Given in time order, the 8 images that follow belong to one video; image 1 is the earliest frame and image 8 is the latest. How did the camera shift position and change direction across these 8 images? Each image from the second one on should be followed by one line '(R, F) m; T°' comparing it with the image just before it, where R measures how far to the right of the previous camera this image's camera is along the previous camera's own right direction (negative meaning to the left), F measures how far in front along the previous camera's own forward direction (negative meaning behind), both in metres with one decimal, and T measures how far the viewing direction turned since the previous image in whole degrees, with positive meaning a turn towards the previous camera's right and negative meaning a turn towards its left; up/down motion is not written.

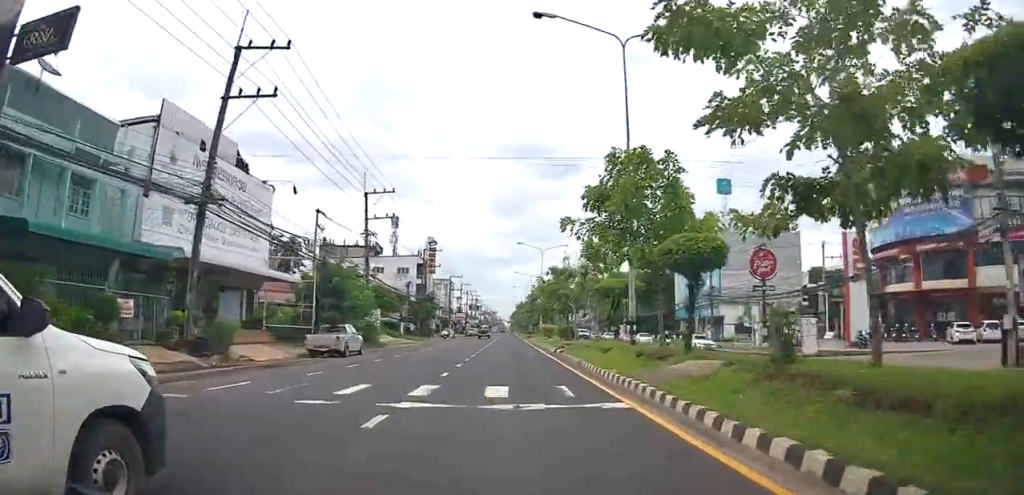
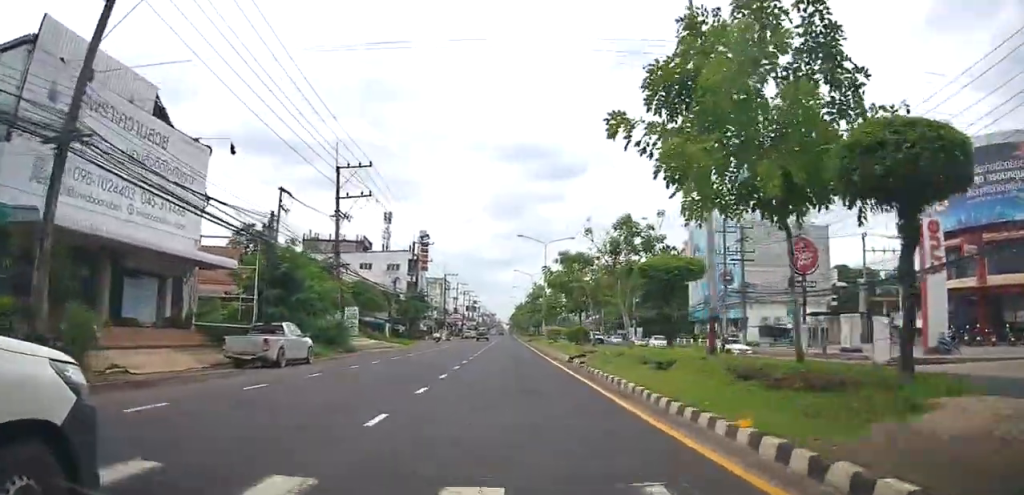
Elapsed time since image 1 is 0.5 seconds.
(-0.3, +8.0) m; +1°
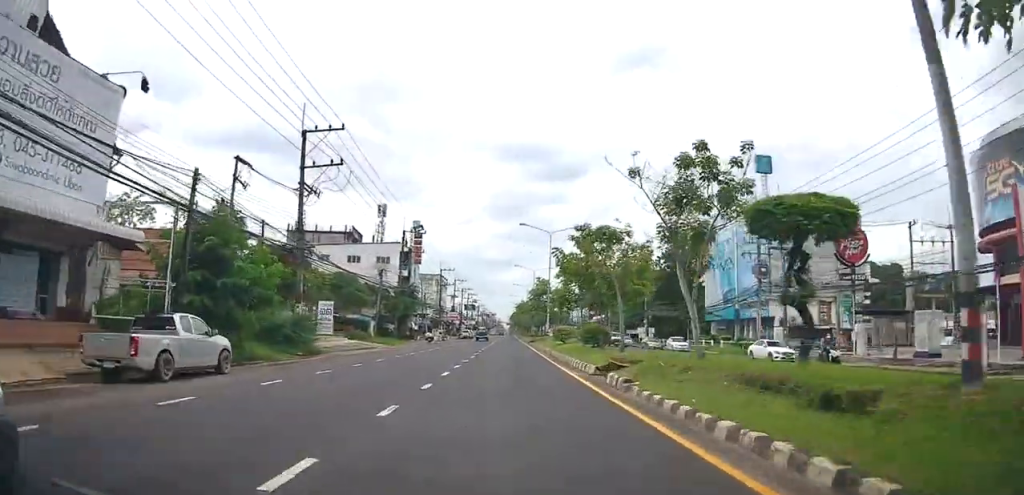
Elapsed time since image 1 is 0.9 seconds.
(-0.1, +7.2) m; +1°
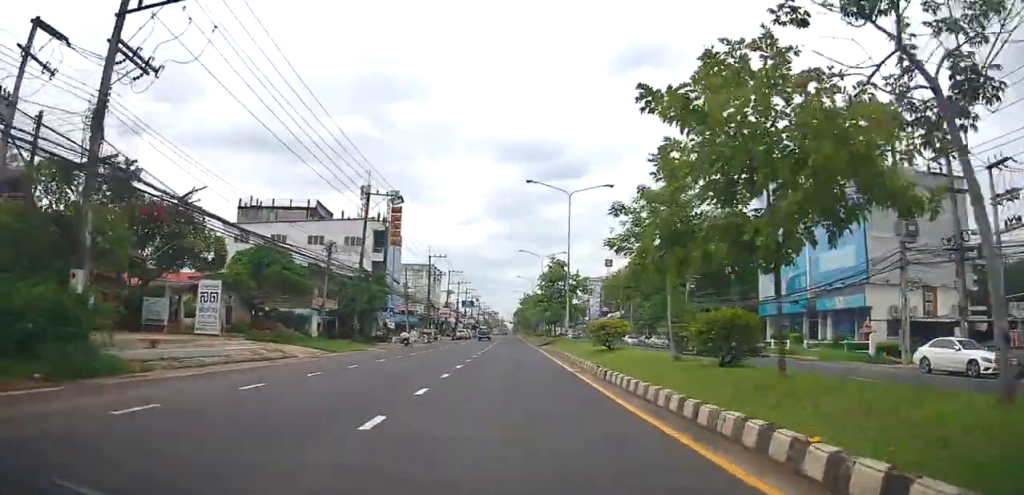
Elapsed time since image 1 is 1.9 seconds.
(+0.9, +17.4) m; 0°
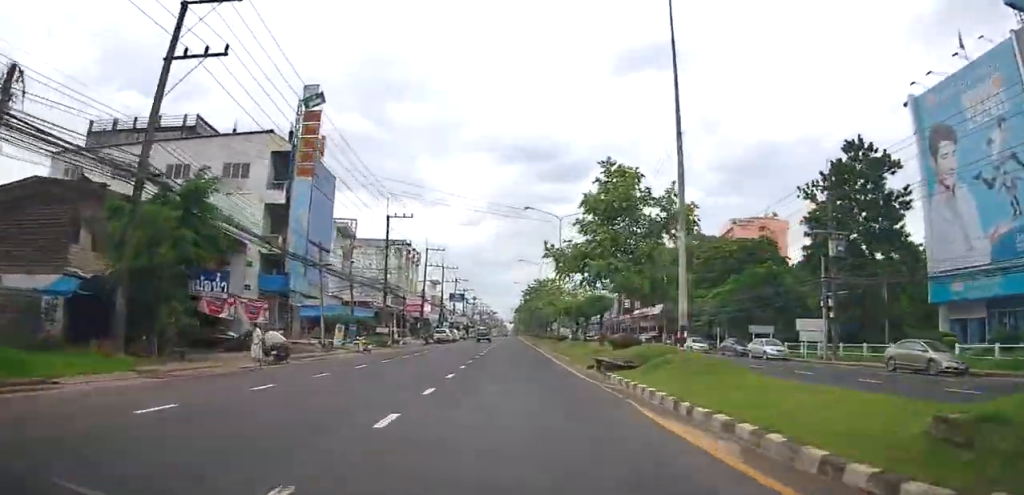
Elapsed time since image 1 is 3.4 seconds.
(-0.7, +28.7) m; 0°
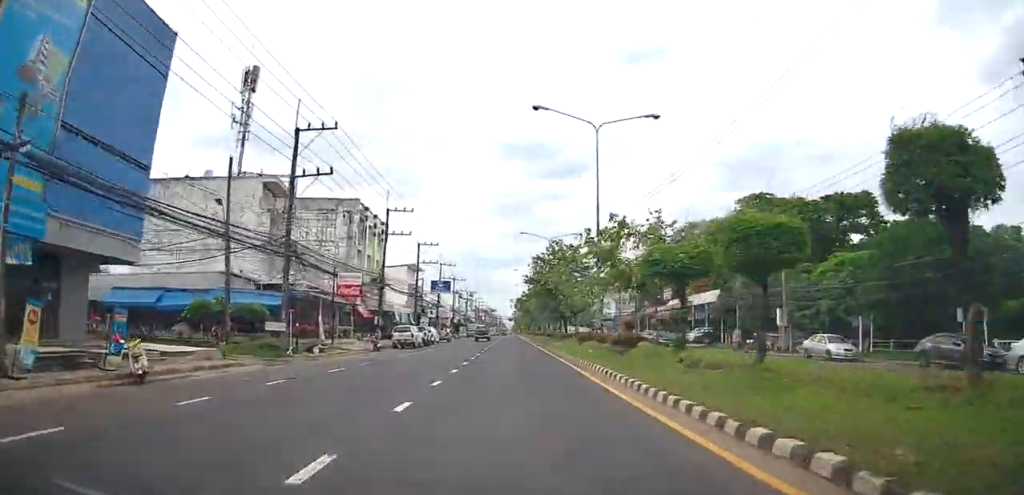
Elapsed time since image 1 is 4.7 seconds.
(+0.2, +23.6) m; 0°
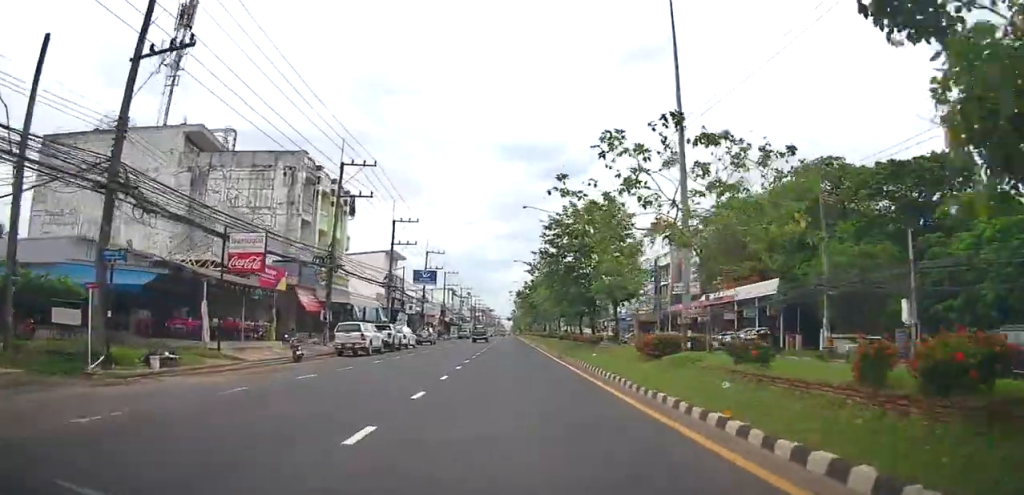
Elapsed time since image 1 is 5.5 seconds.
(0.0, +14.7) m; 0°
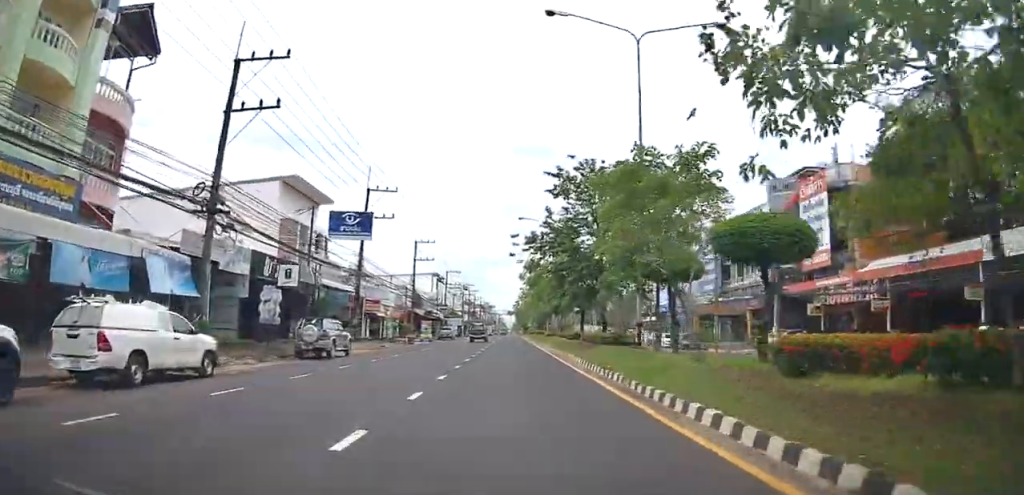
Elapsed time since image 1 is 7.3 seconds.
(0.0, +33.9) m; -1°
